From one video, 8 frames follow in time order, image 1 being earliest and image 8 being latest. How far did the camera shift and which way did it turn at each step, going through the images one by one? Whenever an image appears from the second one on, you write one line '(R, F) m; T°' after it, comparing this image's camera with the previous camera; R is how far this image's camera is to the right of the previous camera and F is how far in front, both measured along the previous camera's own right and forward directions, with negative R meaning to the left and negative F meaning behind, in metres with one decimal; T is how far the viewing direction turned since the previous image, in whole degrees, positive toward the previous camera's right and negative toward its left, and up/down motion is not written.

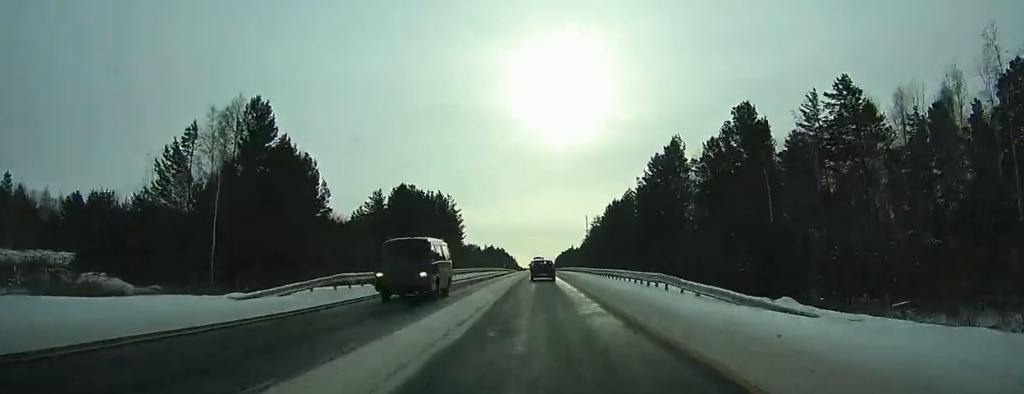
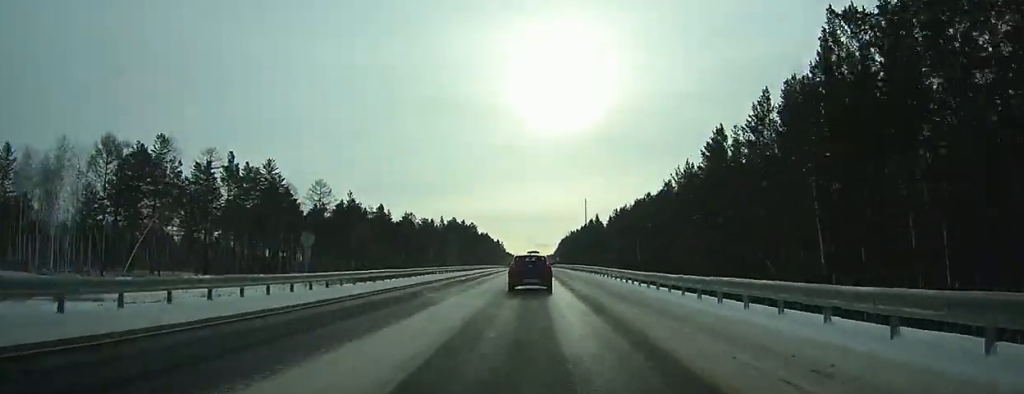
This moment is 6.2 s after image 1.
(+0.3, +153.1) m; 0°
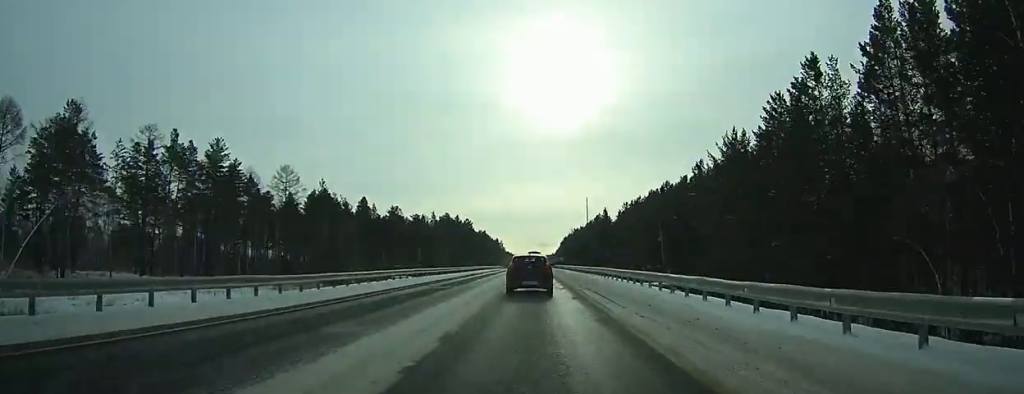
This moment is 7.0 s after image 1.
(-0.1, +18.9) m; 0°
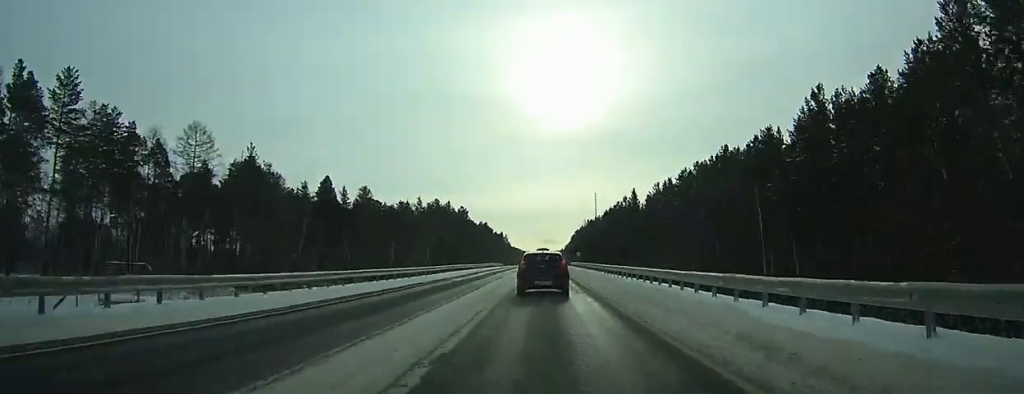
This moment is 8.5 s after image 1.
(-0.1, +34.1) m; 0°
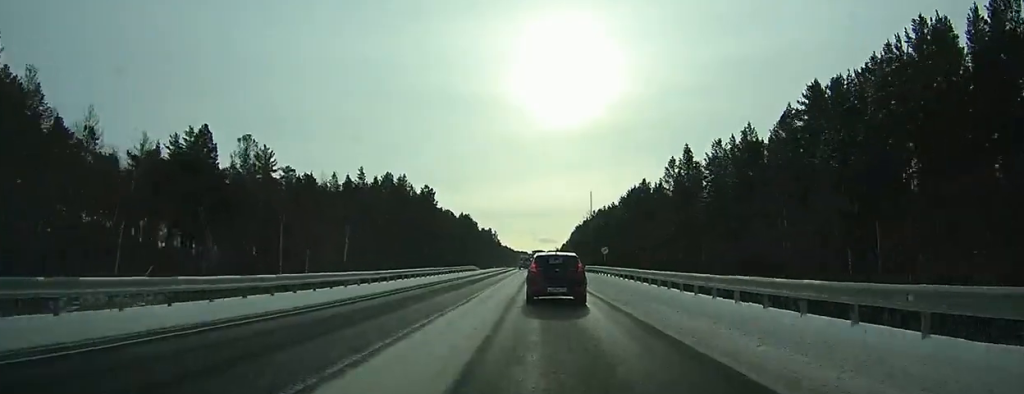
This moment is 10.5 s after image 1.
(0.0, +44.9) m; 0°
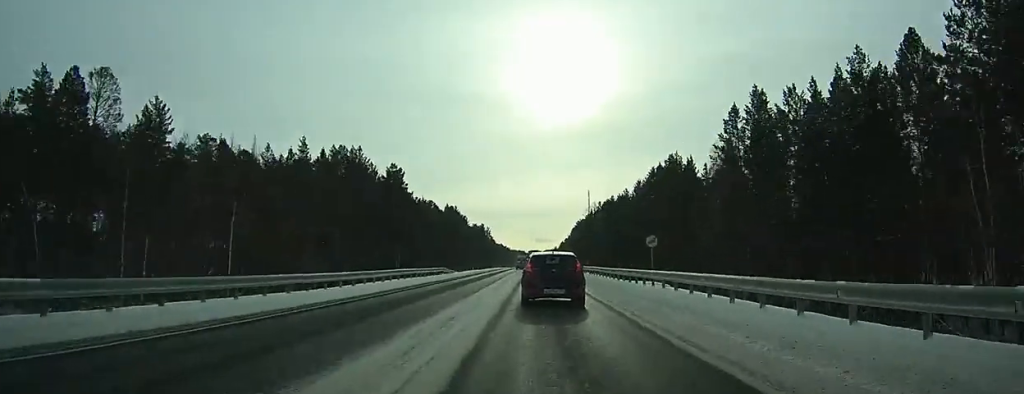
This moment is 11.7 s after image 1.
(0.0, +23.8) m; 0°
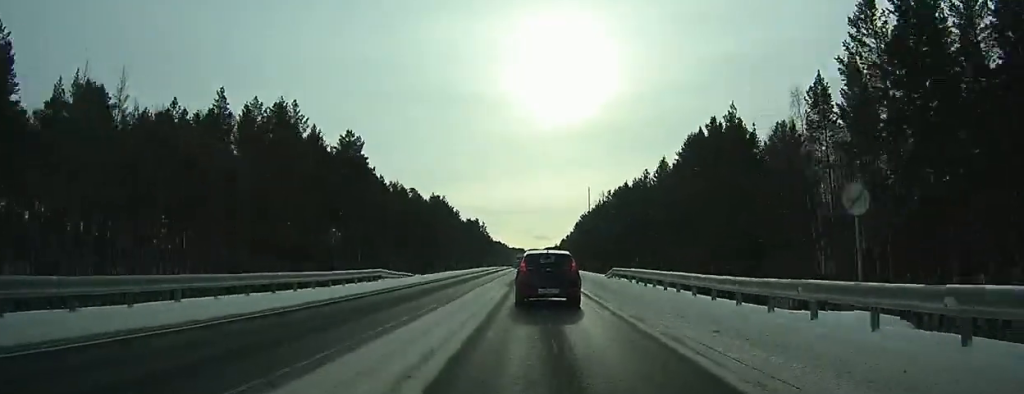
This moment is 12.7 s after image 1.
(0.0, +21.4) m; 0°
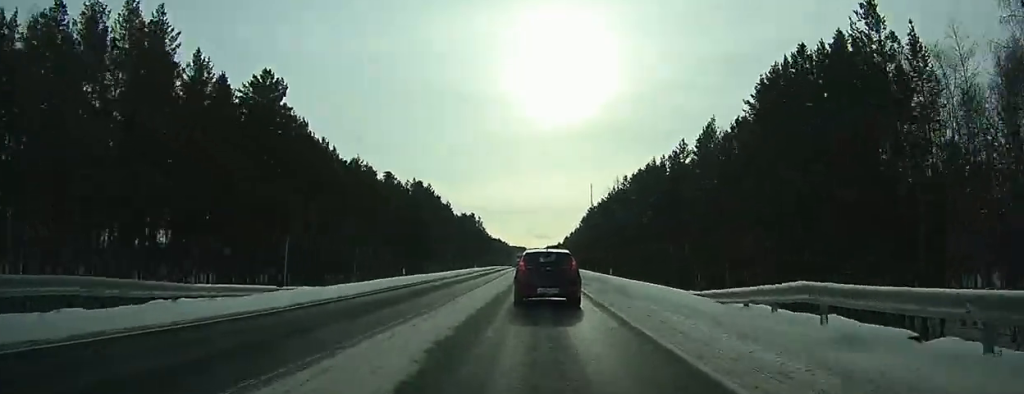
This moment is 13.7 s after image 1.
(0.0, +23.8) m; 0°
